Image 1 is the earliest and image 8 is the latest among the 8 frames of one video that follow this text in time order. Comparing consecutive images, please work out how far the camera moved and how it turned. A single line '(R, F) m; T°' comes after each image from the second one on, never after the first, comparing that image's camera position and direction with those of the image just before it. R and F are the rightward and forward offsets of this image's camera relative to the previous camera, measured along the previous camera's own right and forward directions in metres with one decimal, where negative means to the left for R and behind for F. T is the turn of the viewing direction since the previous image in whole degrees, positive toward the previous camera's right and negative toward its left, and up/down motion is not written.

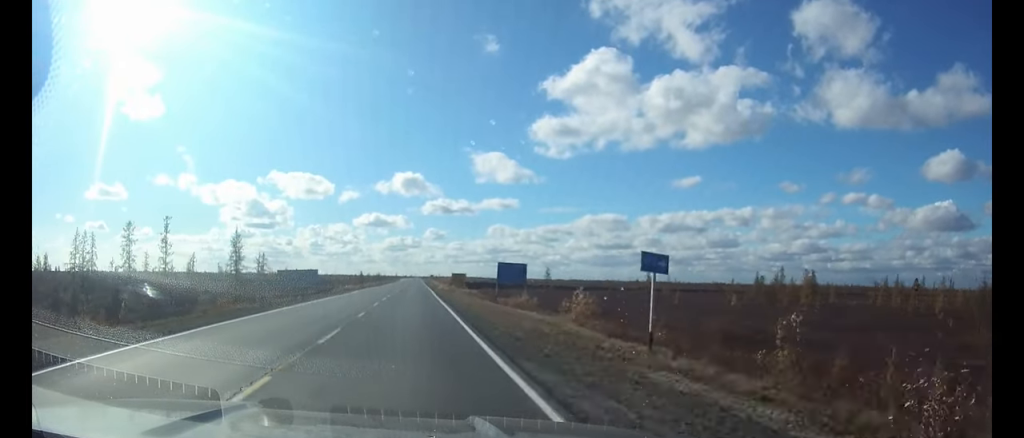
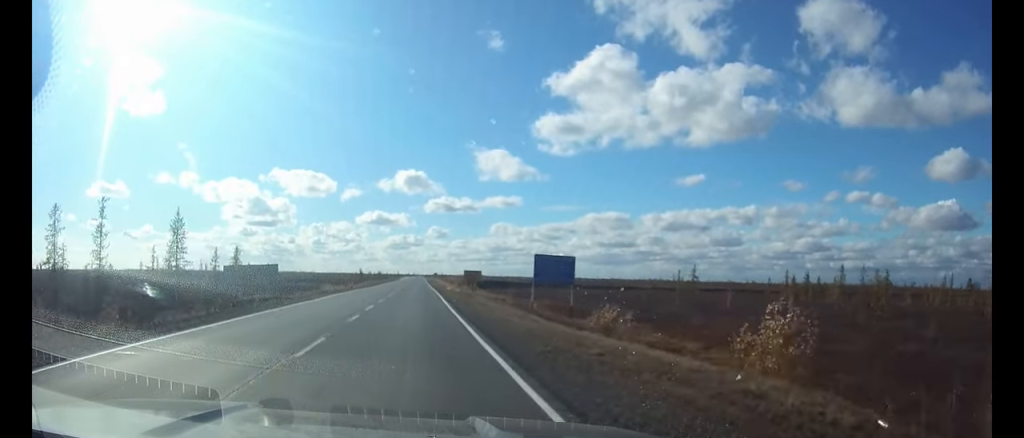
(0.0, +16.4) m; 0°
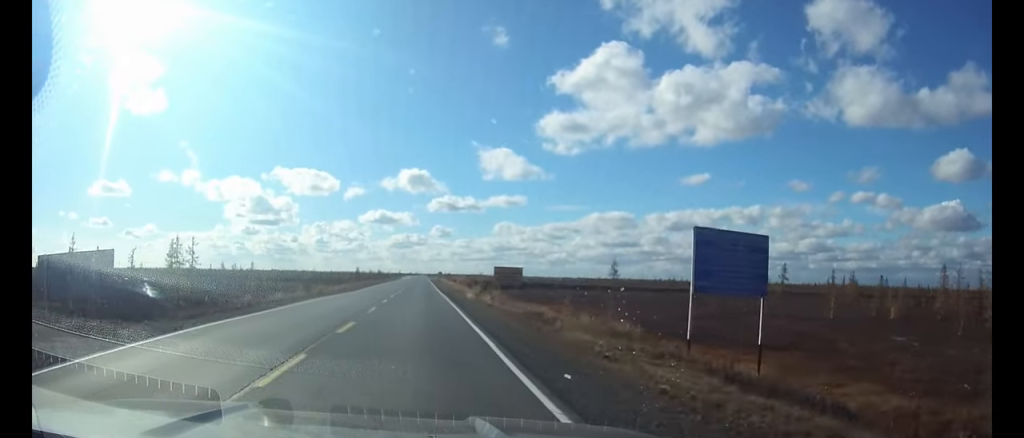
(0.0, +22.8) m; 0°
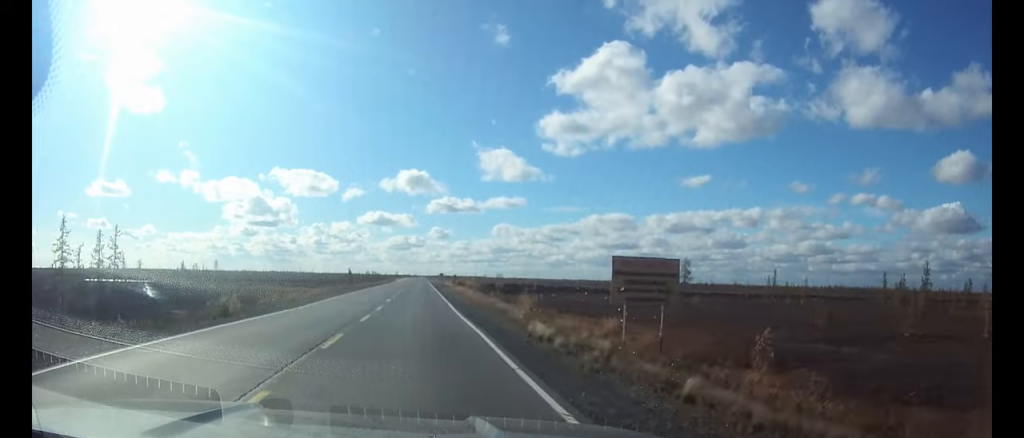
(0.0, +24.7) m; 0°
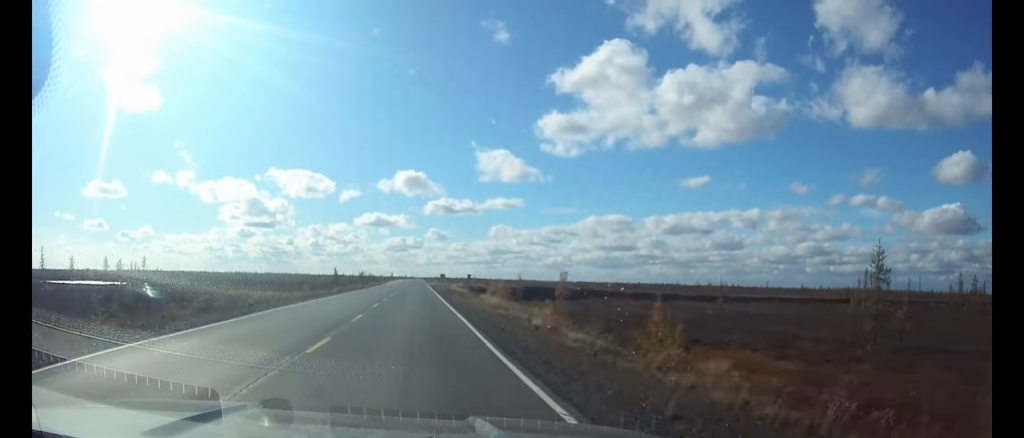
(0.0, +30.2) m; 0°
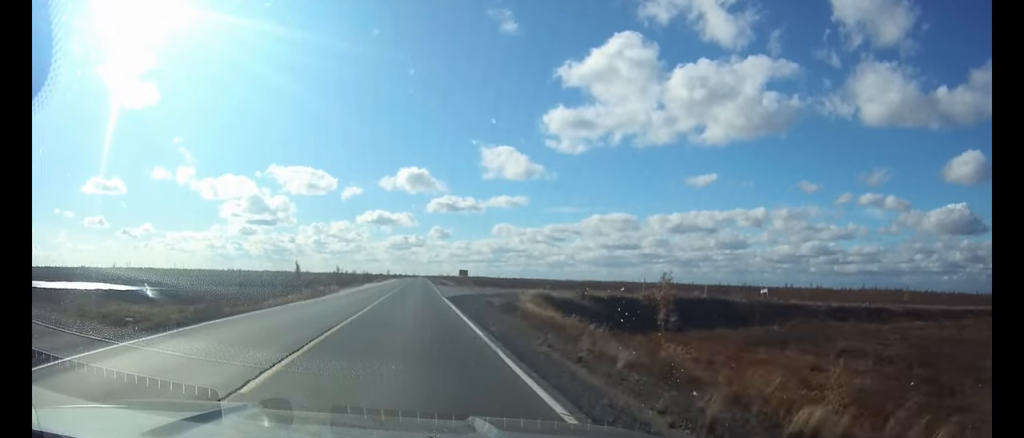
(-0.1, +65.0) m; 0°
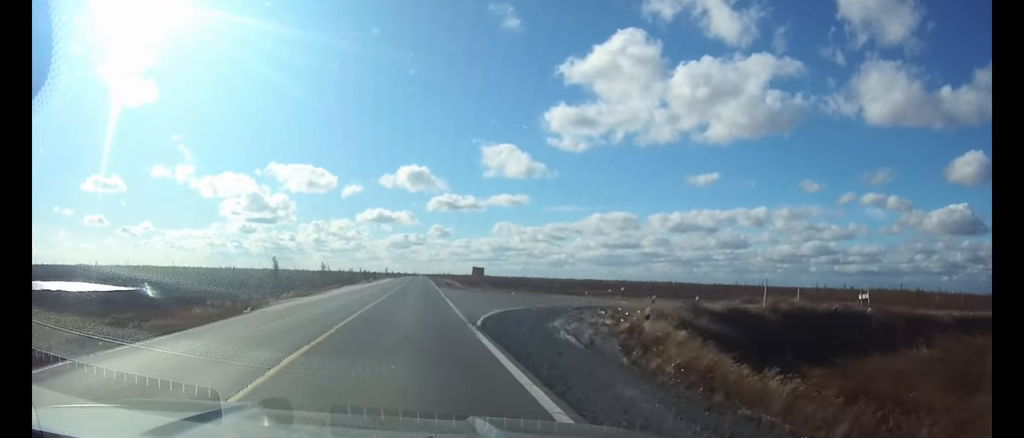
(0.0, +19.8) m; 0°
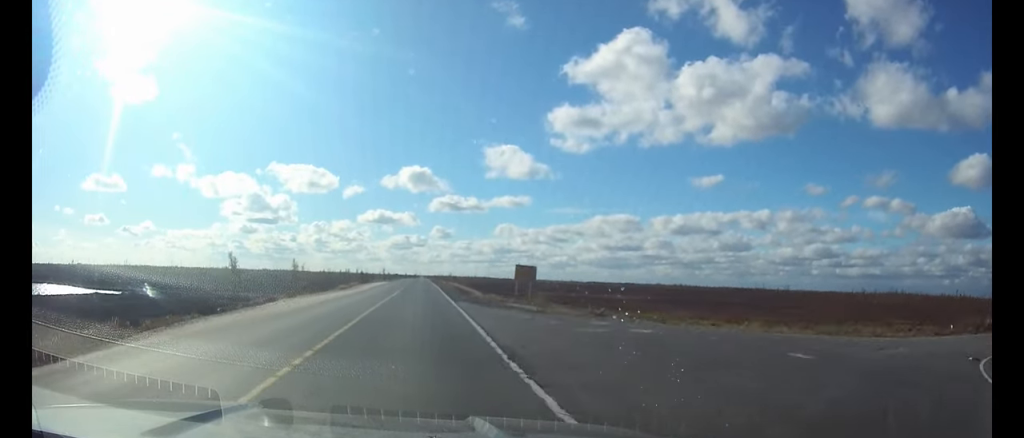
(0.0, +25.5) m; 0°
